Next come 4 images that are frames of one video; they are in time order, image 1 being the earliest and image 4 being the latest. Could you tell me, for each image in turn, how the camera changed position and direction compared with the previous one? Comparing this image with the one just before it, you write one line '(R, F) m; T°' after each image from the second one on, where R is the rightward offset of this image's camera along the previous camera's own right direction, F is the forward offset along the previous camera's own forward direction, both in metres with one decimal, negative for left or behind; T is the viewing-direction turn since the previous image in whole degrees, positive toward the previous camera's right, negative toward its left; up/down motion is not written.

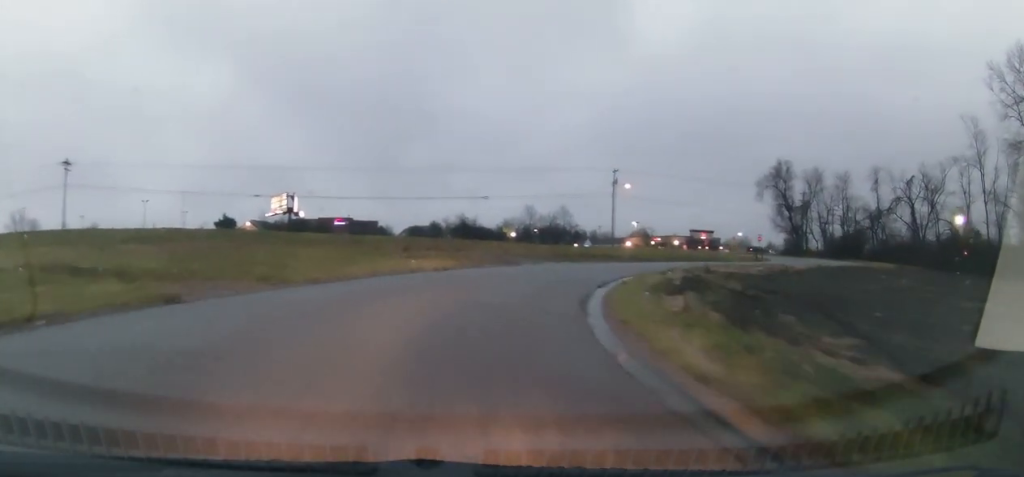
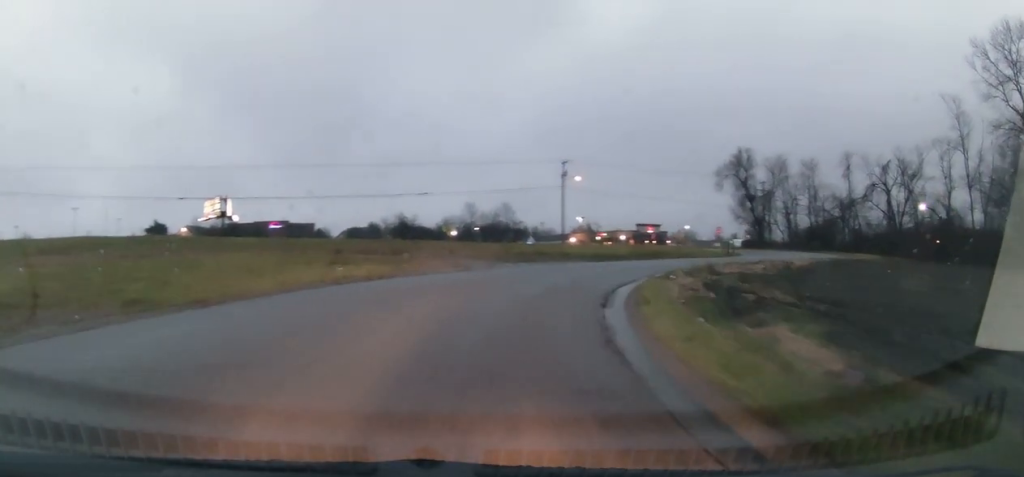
(-0.5, +7.0) m; +1°
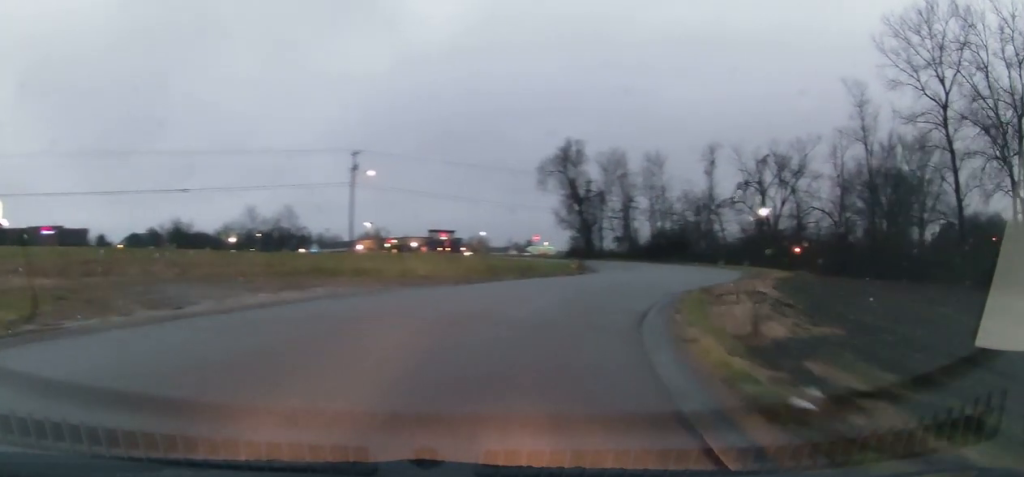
(+2.0, +16.9) m; +15°
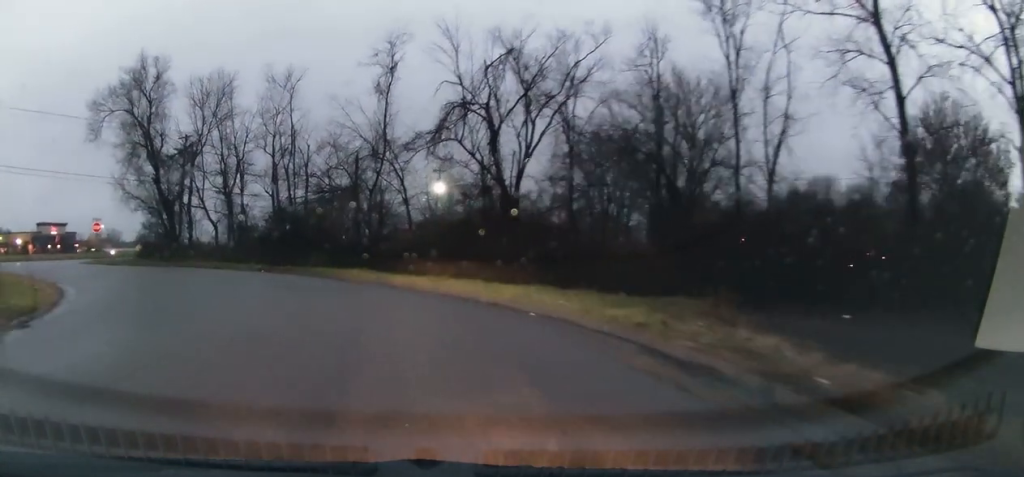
(+11.6, +33.7) m; +39°
